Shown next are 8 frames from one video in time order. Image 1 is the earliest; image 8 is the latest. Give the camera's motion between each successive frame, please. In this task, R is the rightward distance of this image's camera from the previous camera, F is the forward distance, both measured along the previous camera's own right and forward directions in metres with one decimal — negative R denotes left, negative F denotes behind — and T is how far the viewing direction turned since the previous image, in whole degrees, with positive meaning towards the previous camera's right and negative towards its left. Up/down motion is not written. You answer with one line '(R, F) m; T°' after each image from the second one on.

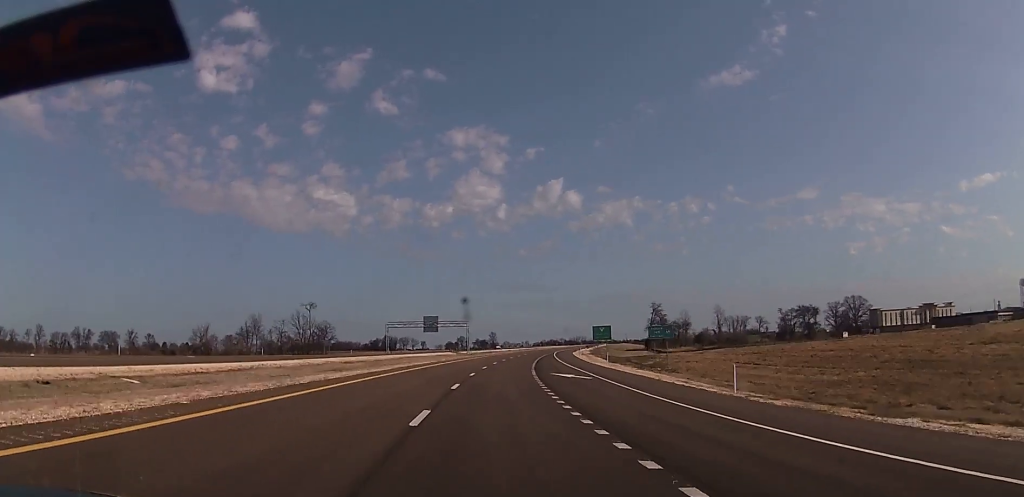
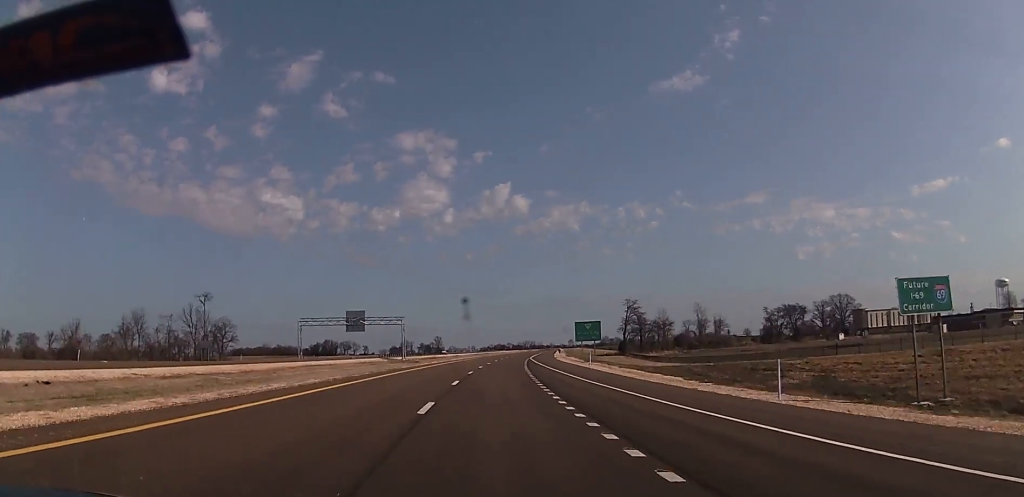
(+2.3, +46.4) m; +5°
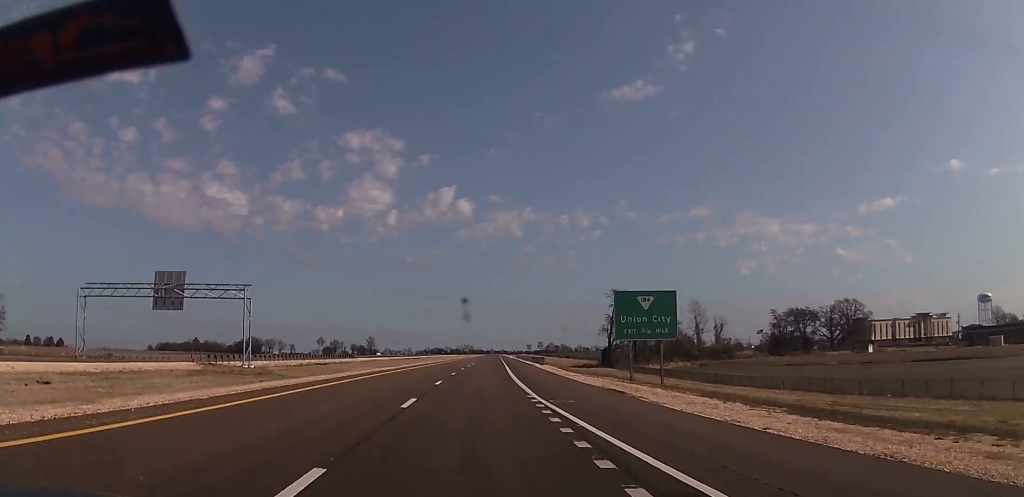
(+3.3, +70.9) m; +6°
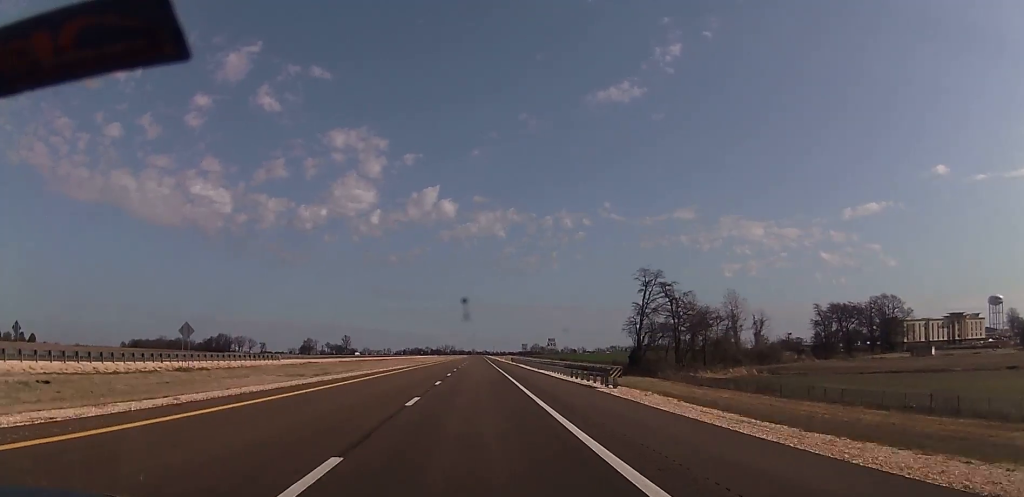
(+2.2, +47.4) m; +3°
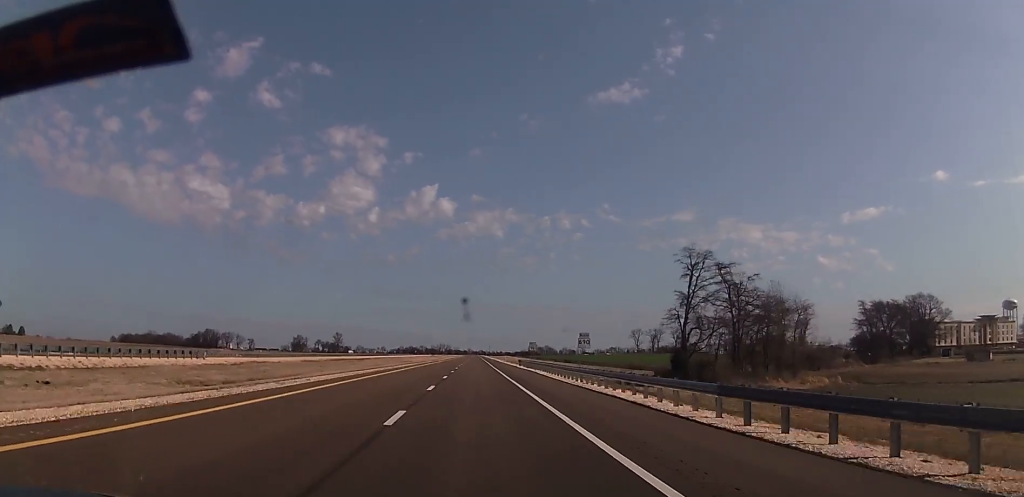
(+0.2, +28.8) m; +1°
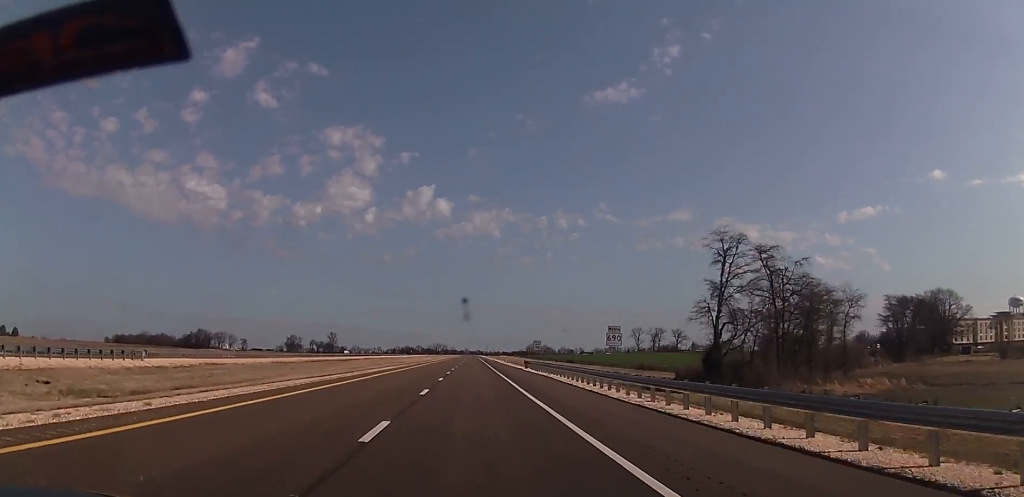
(0.0, +14.4) m; 0°
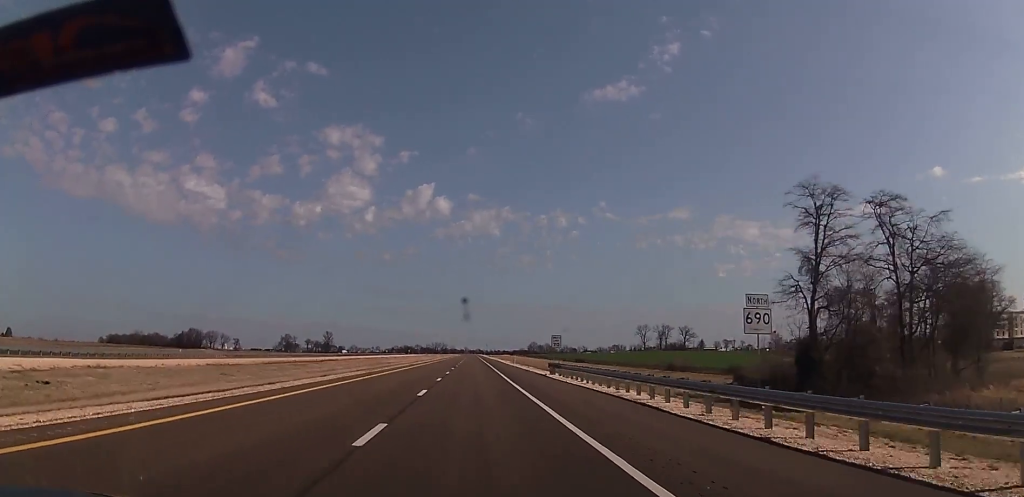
(+0.2, +24.5) m; +1°
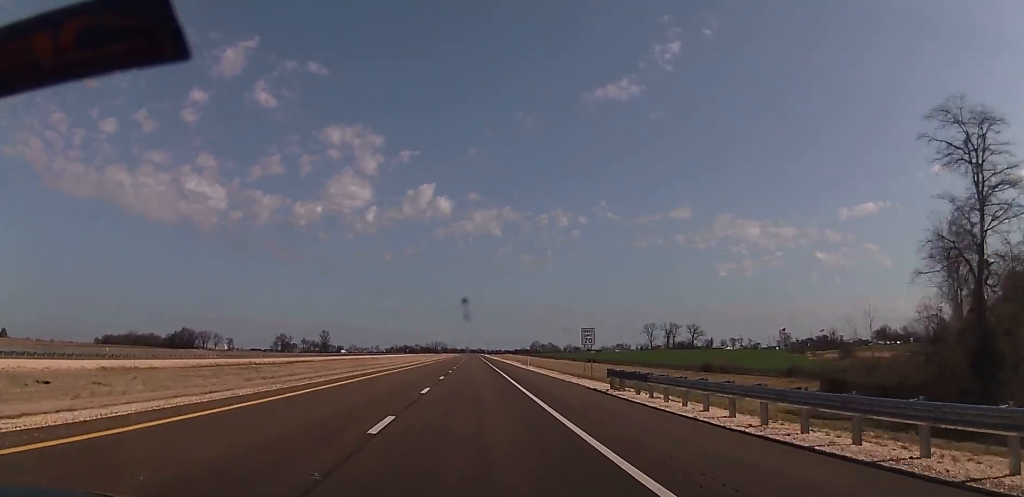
(+0.1, +22.4) m; +1°
